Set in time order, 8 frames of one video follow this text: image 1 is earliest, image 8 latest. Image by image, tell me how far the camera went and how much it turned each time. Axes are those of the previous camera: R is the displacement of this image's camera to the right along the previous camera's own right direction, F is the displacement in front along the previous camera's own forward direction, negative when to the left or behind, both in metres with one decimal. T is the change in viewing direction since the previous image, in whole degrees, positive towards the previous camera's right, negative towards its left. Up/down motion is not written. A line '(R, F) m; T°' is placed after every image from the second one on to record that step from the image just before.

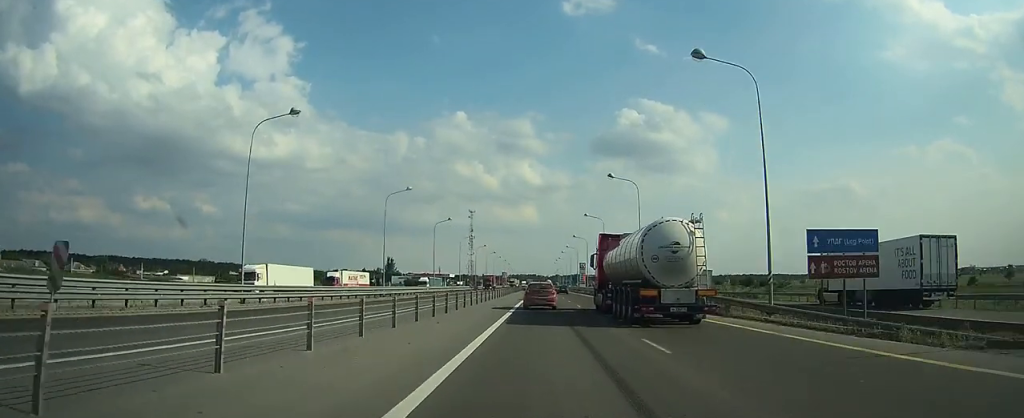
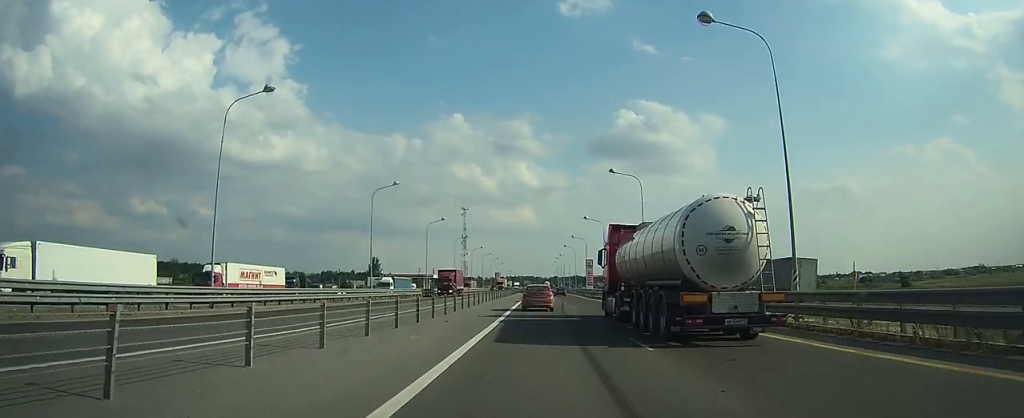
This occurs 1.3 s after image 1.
(+0.1, +34.6) m; 0°
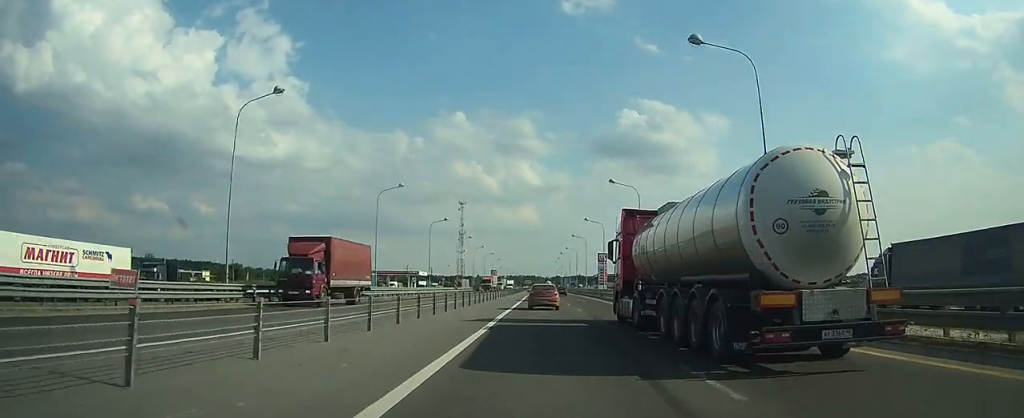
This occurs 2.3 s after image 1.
(0.0, +29.4) m; 0°
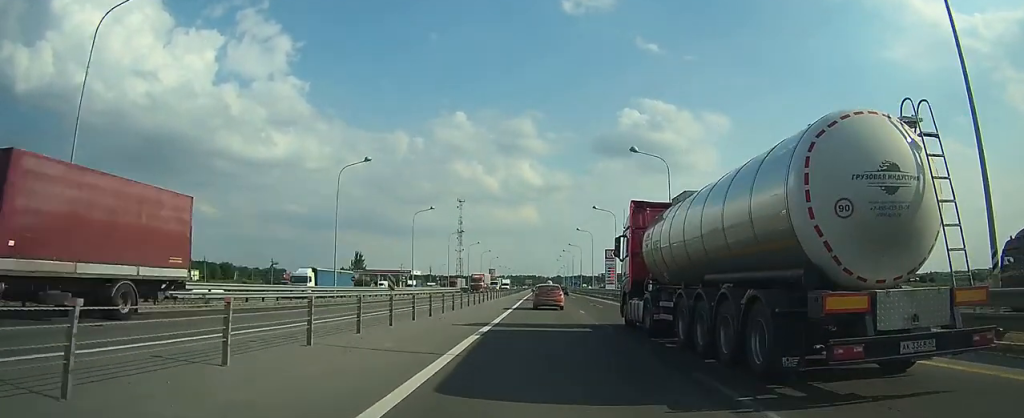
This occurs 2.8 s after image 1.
(0.0, +12.9) m; 0°
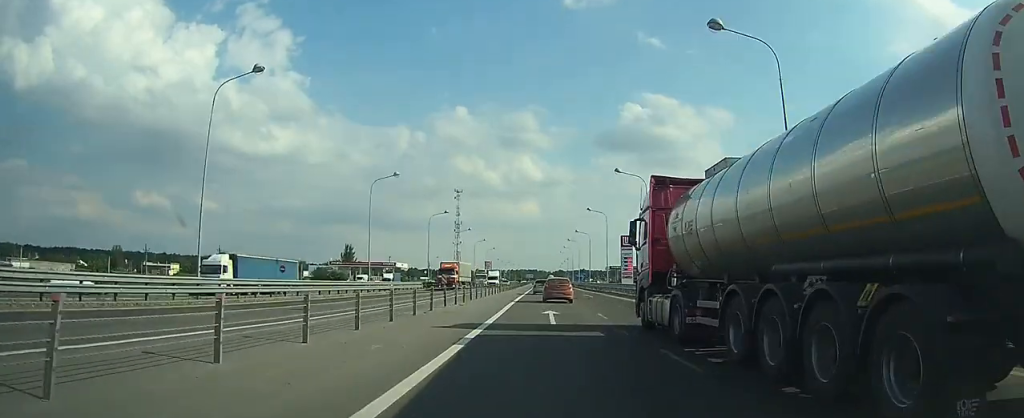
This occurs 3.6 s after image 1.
(0.0, +21.4) m; 0°
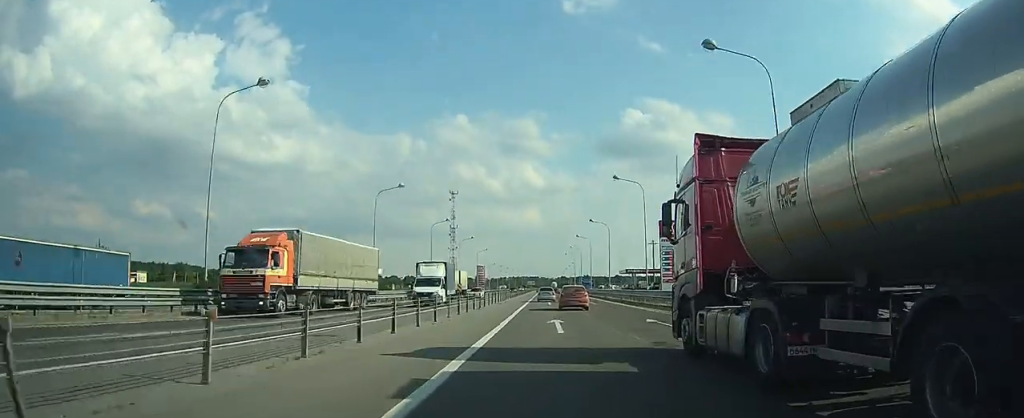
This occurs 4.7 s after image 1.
(-0.2, +30.7) m; -1°
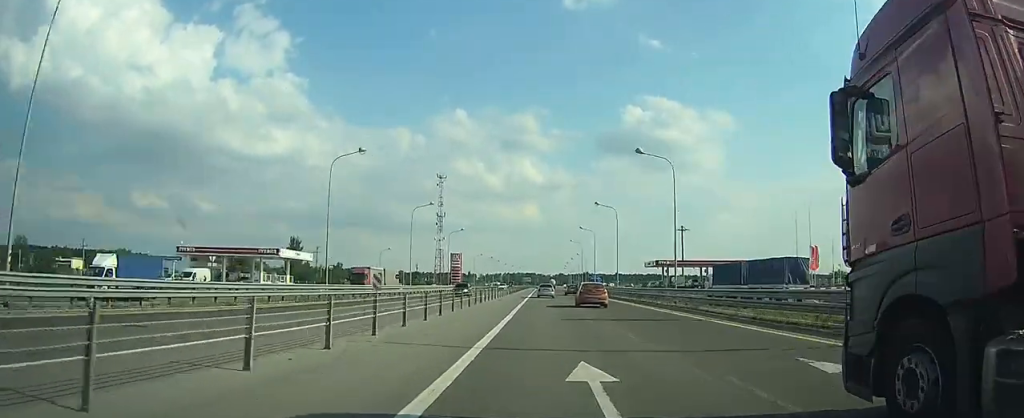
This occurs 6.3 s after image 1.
(-0.3, +44.6) m; -1°
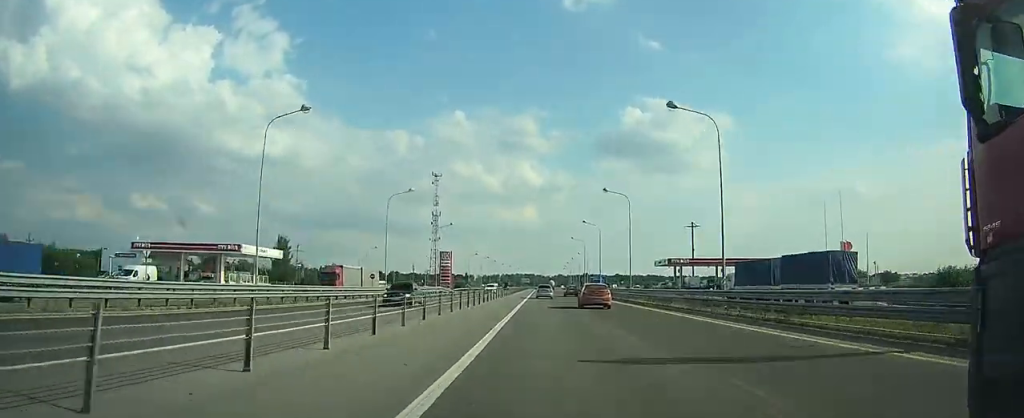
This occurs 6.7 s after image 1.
(0.0, +12.1) m; 0°
